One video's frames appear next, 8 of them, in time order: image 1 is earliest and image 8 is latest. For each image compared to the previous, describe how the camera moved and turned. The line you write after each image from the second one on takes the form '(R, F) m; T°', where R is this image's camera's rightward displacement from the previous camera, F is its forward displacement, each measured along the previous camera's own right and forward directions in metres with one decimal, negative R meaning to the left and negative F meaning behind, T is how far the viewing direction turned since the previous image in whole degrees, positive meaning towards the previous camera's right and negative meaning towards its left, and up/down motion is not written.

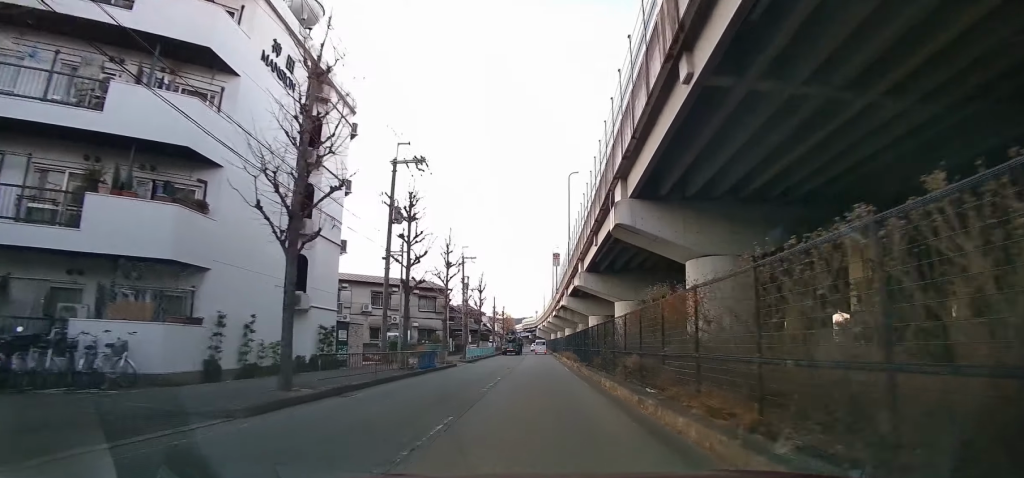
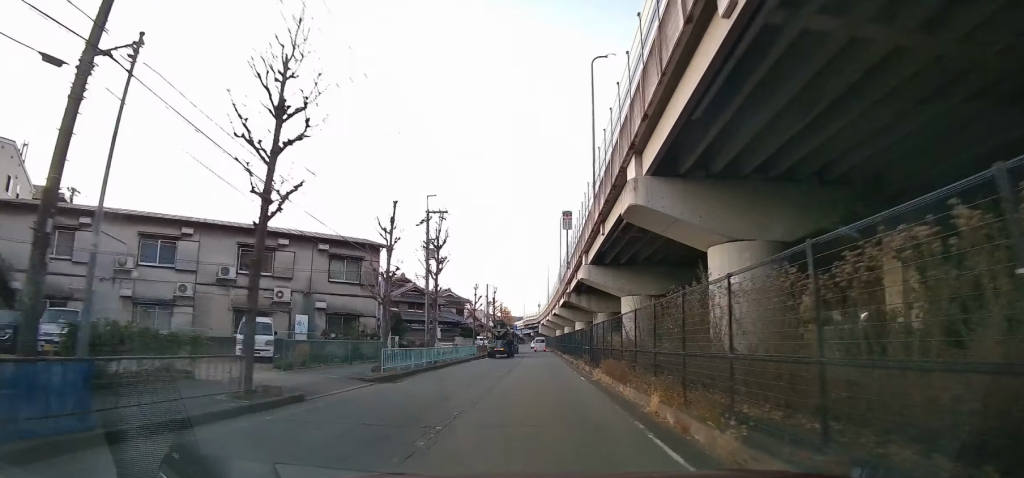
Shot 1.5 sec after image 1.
(+0.2, +19.9) m; 0°
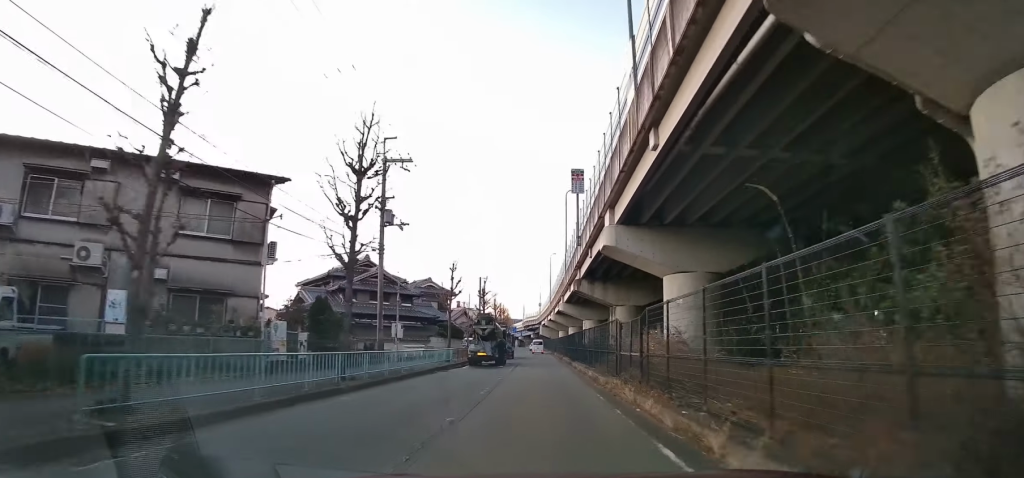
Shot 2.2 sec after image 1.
(-0.2, +10.7) m; -1°
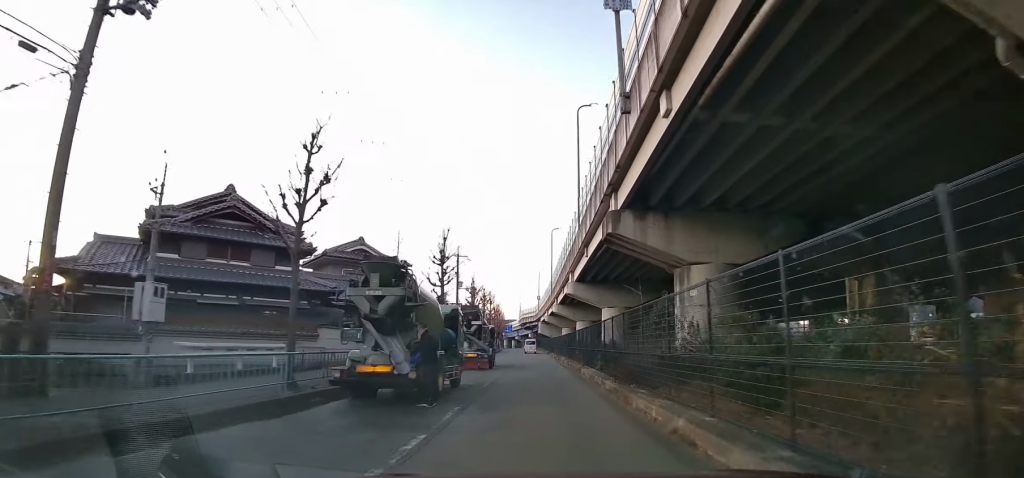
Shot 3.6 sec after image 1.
(-0.1, +18.8) m; -1°
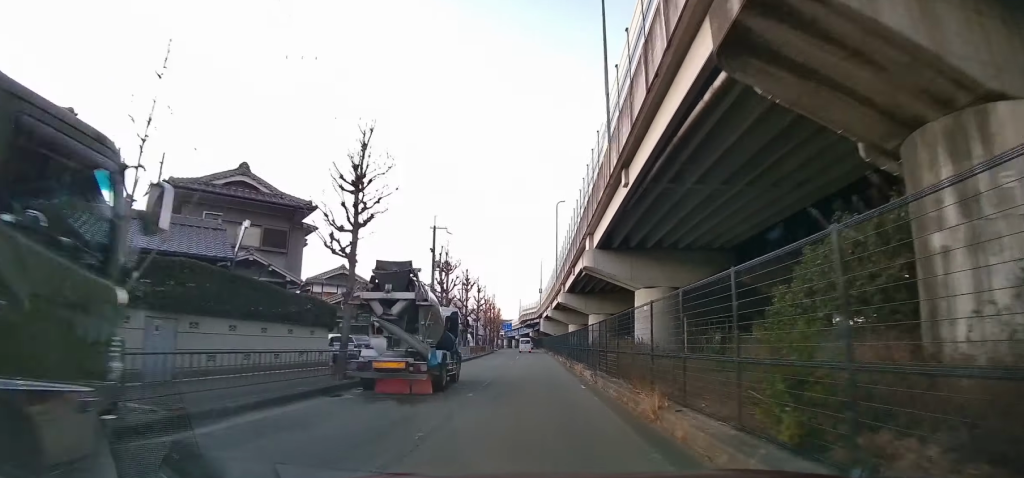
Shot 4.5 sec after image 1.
(-0.2, +13.1) m; -1°
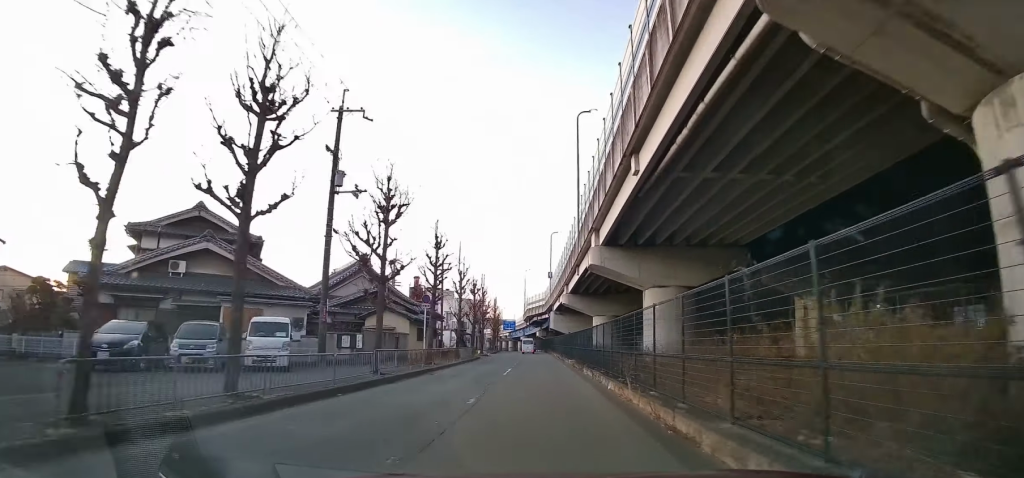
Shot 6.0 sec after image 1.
(-0.2, +20.9) m; -1°
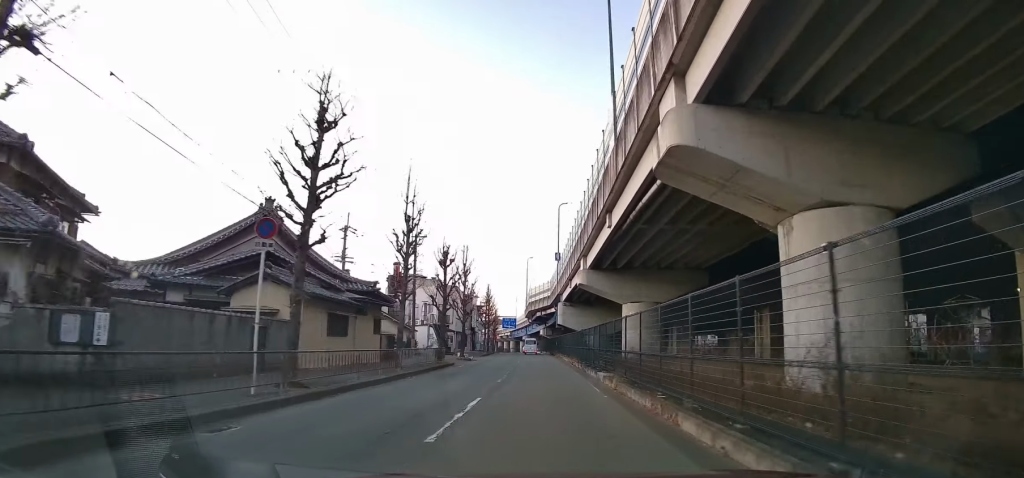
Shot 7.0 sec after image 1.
(-0.1, +13.7) m; -1°
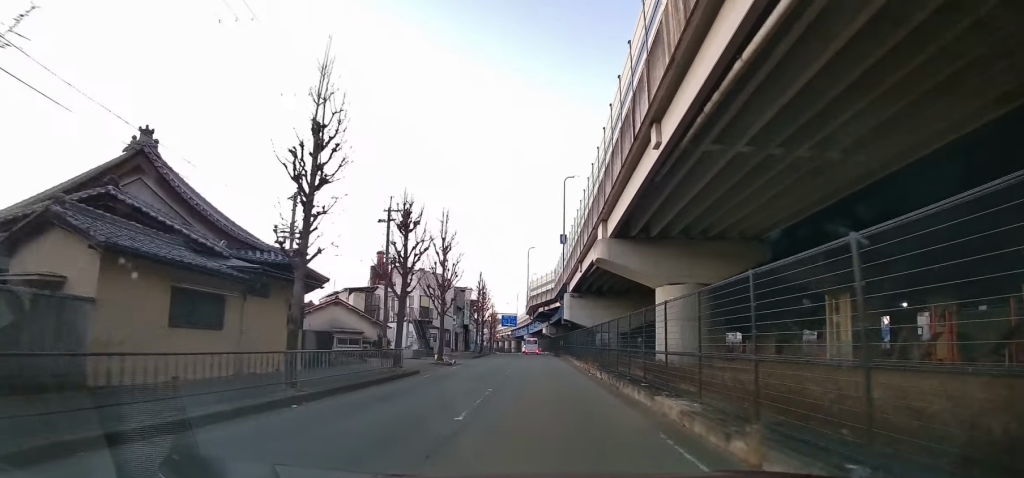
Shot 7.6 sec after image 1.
(-0.1, +8.1) m; 0°
